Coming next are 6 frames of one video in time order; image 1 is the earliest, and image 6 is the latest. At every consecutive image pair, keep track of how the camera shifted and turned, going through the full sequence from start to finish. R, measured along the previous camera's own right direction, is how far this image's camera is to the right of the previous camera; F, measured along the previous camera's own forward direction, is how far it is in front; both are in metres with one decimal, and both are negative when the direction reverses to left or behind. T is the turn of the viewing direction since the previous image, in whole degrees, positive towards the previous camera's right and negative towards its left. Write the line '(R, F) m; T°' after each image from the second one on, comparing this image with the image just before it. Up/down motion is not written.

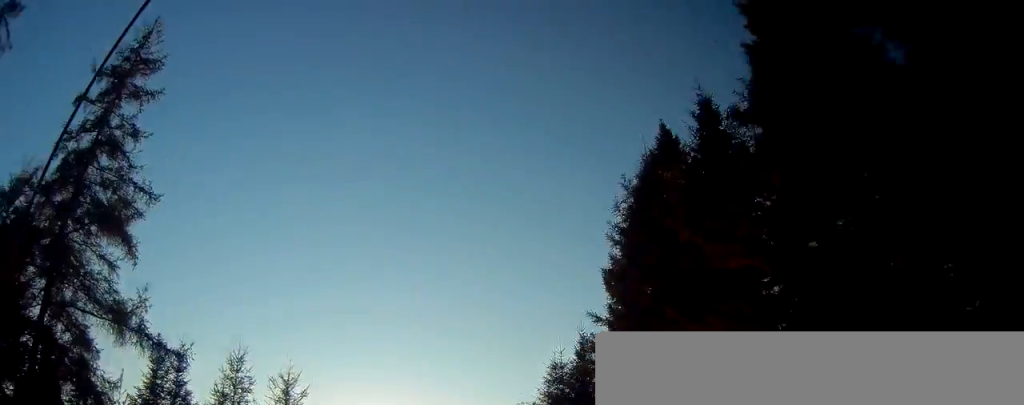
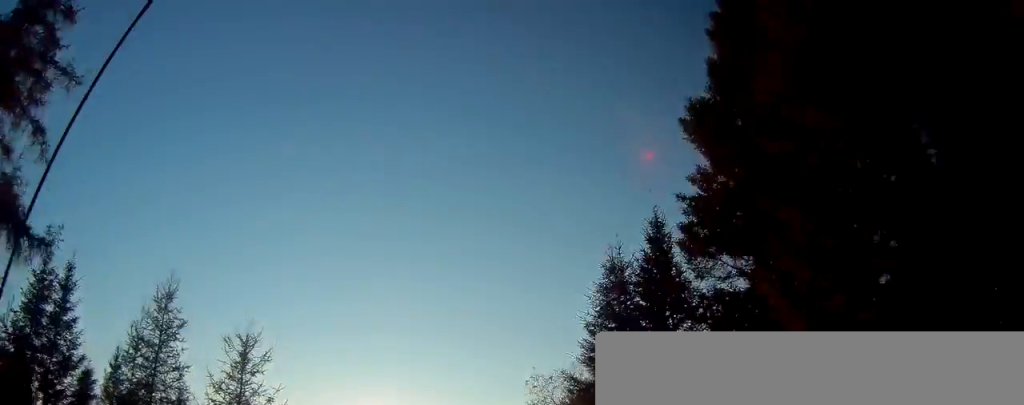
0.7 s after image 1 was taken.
(0.0, +5.8) m; 0°
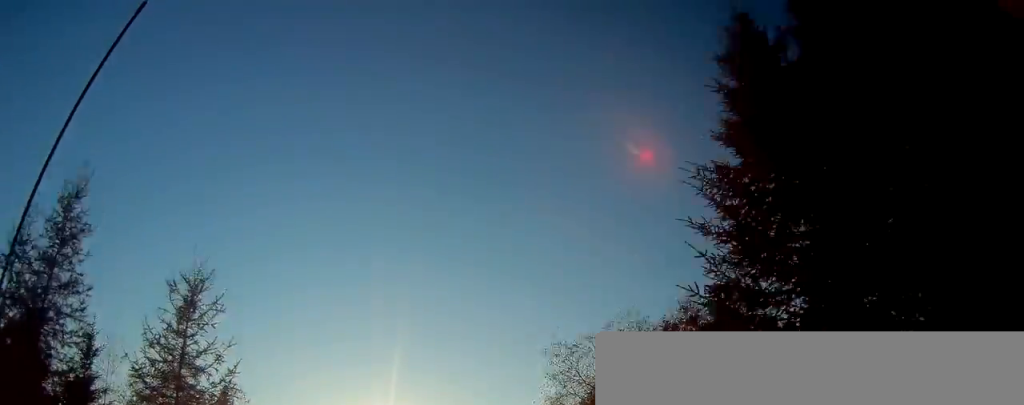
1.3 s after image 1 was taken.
(0.0, +5.2) m; -1°
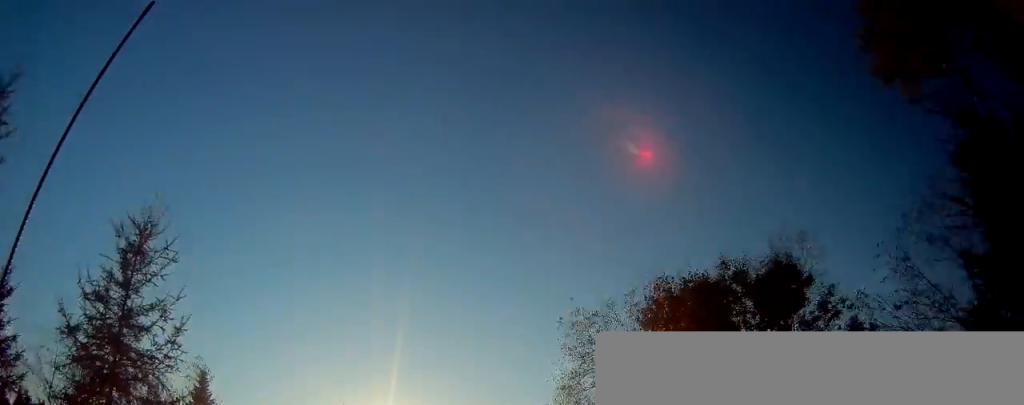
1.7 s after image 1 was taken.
(+0.1, +3.5) m; -1°
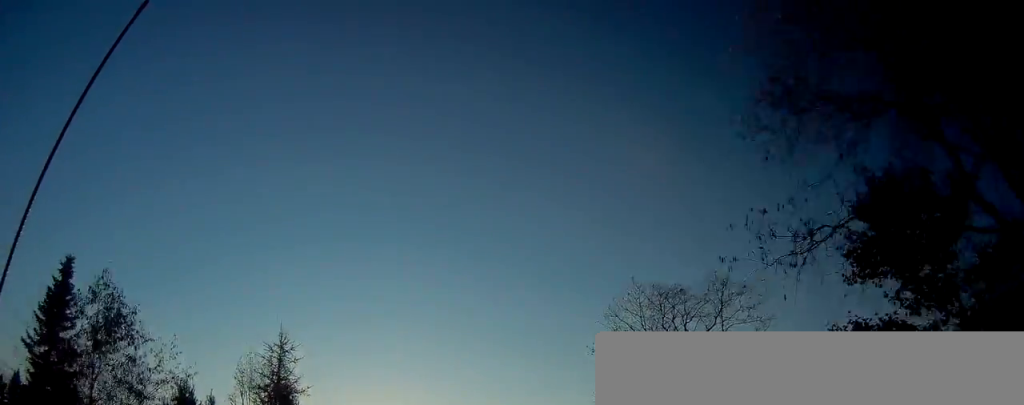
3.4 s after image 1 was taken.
(-0.2, +14.6) m; 0°
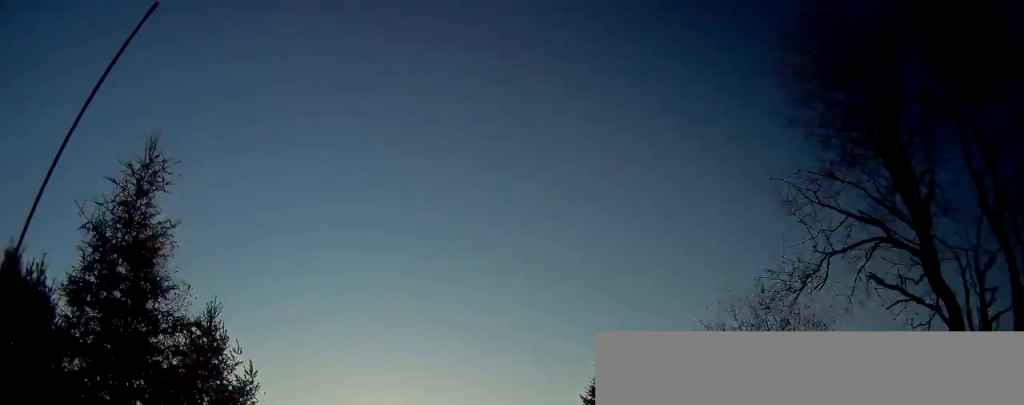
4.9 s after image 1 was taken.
(-0.2, +12.4) m; 0°
